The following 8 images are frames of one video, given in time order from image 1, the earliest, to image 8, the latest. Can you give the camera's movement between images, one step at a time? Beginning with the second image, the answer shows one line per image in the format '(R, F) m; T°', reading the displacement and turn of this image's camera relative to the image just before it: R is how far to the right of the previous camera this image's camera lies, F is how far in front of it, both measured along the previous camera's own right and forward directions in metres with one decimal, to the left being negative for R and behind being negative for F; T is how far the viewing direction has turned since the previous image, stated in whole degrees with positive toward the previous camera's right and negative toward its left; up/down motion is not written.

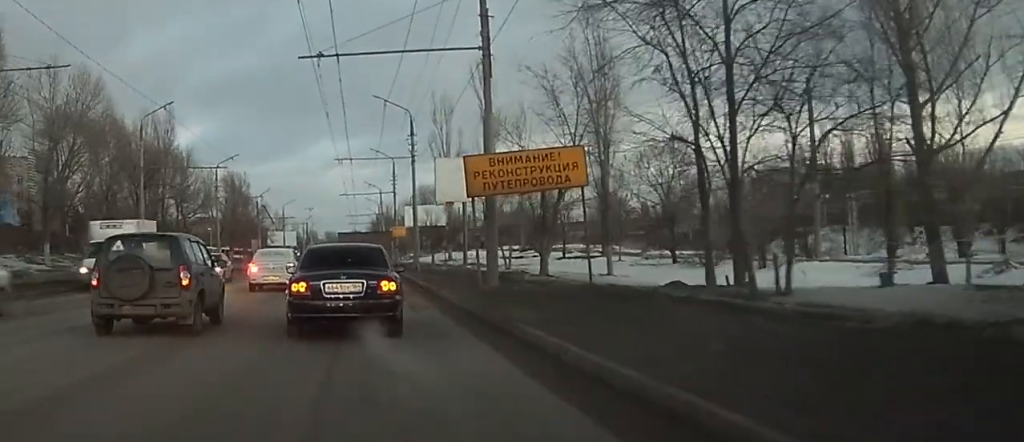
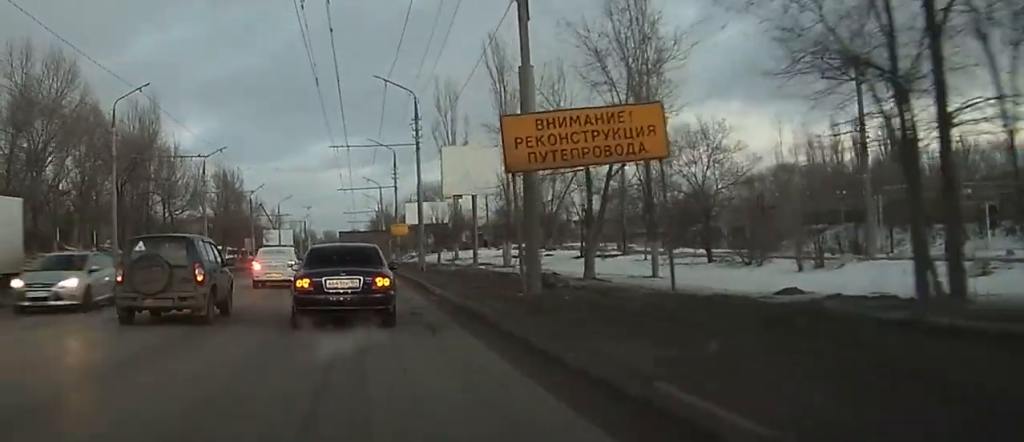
(0.0, +5.8) m; -2°
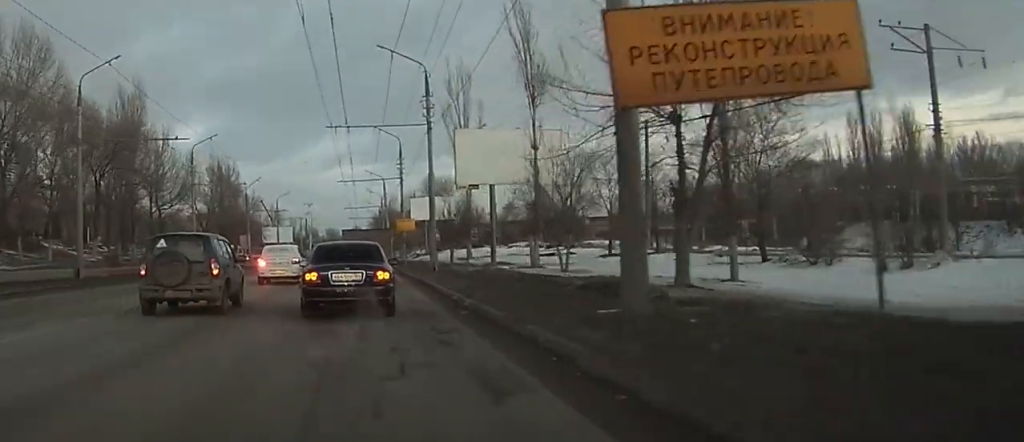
(-0.3, +6.5) m; -1°
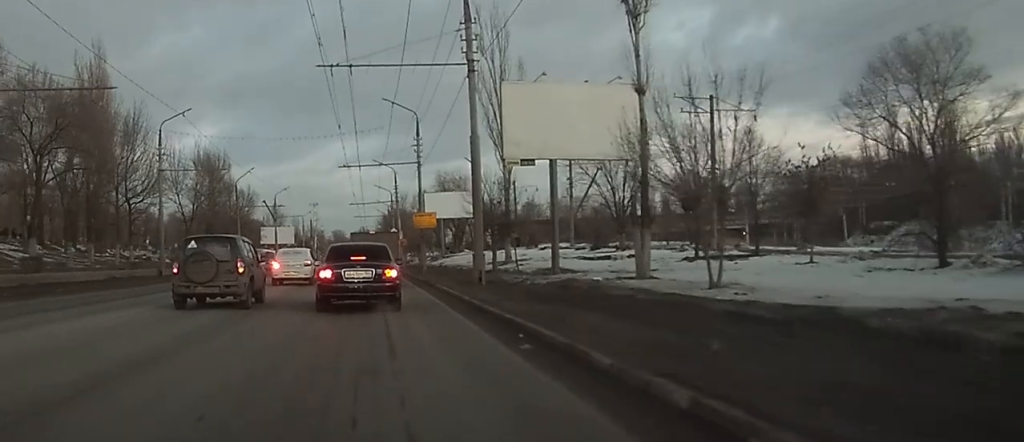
(+0.2, +14.1) m; +2°
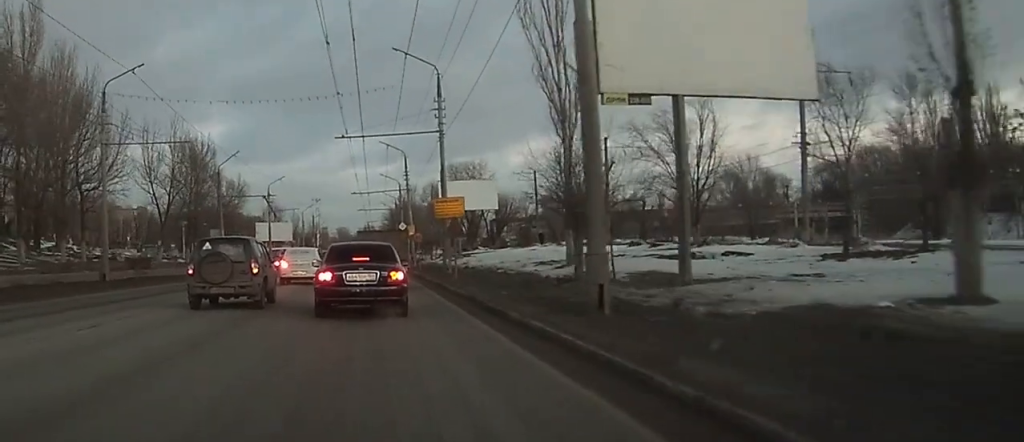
(+0.1, +14.2) m; -1°
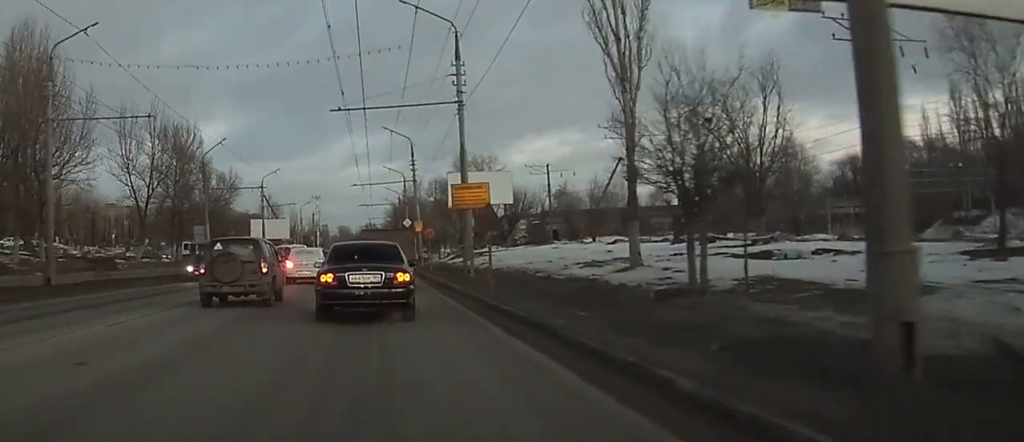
(-0.2, +9.0) m; -2°
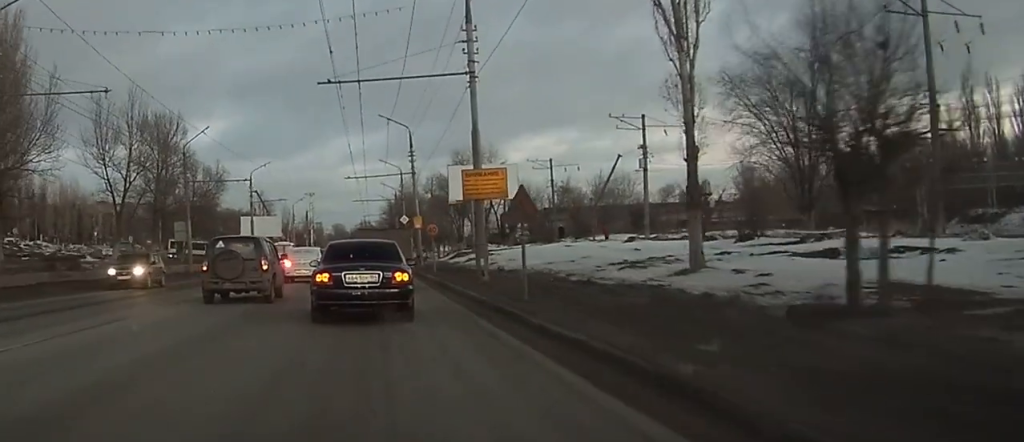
(0.0, +6.2) m; -1°
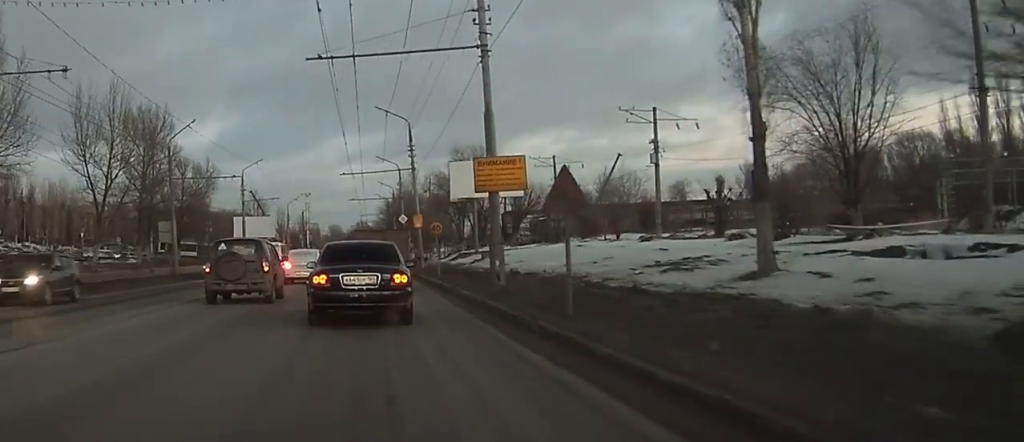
(0.0, +4.6) m; 0°
